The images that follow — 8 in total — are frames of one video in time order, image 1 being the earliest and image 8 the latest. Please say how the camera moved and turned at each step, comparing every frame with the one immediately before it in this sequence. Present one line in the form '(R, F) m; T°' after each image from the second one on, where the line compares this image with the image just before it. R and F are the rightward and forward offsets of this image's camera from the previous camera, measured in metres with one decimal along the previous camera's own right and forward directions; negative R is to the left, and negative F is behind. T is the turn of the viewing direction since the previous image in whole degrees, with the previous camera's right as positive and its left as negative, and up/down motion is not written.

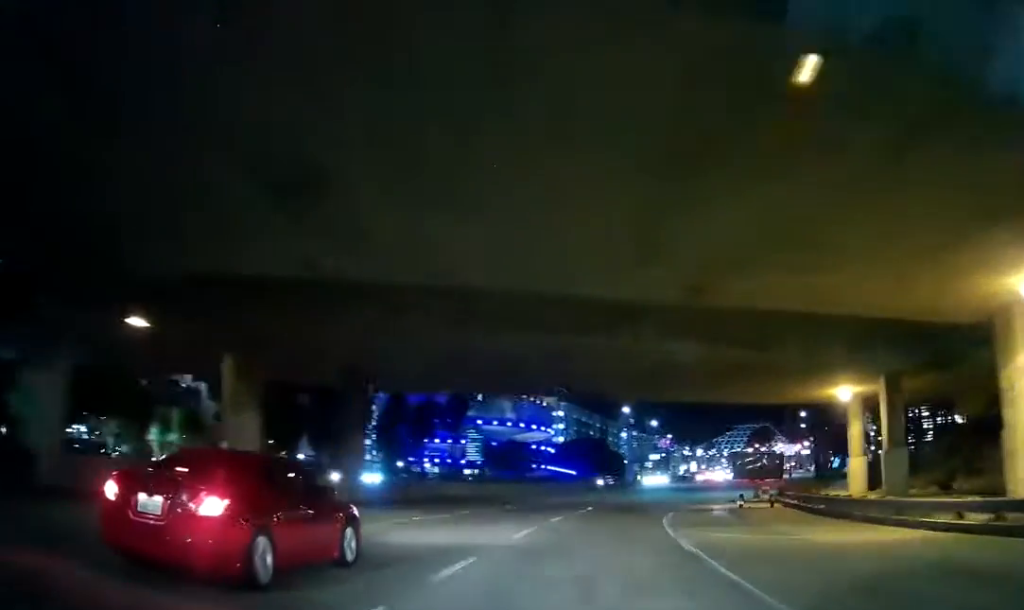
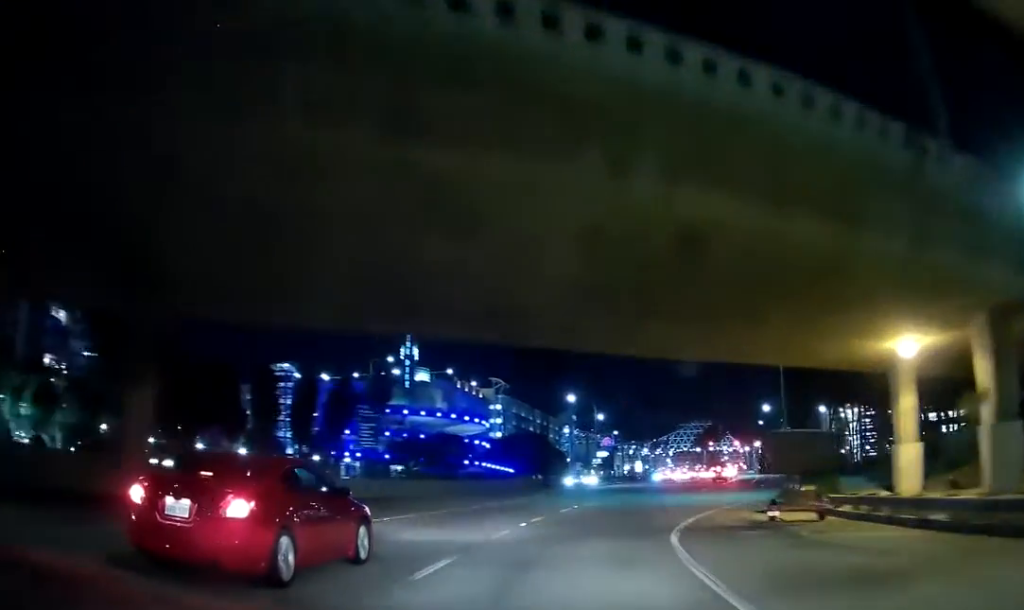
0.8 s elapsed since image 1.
(+0.4, +14.5) m; +4°
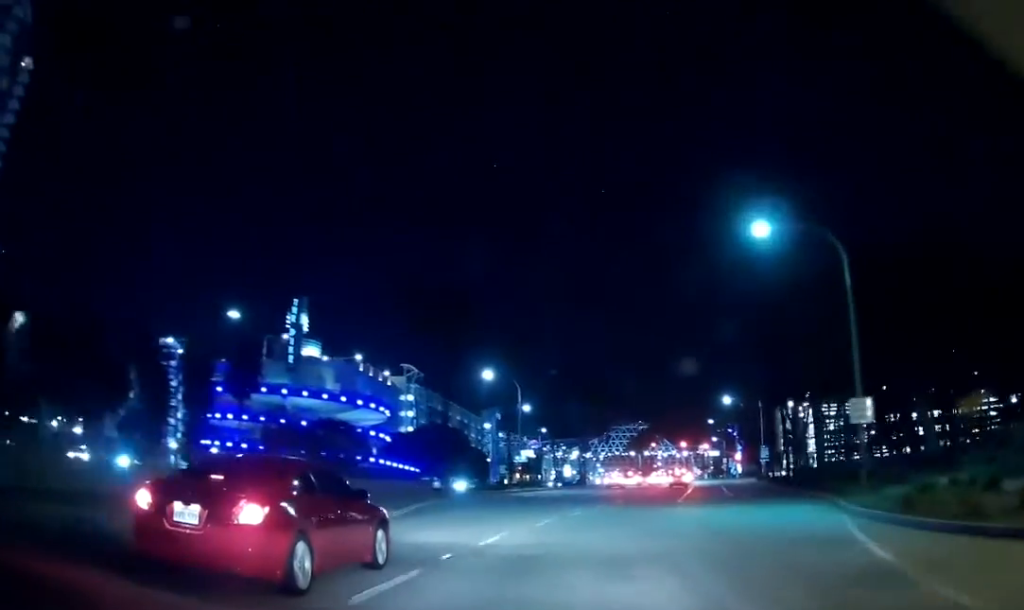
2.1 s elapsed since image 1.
(+1.9, +23.0) m; +9°
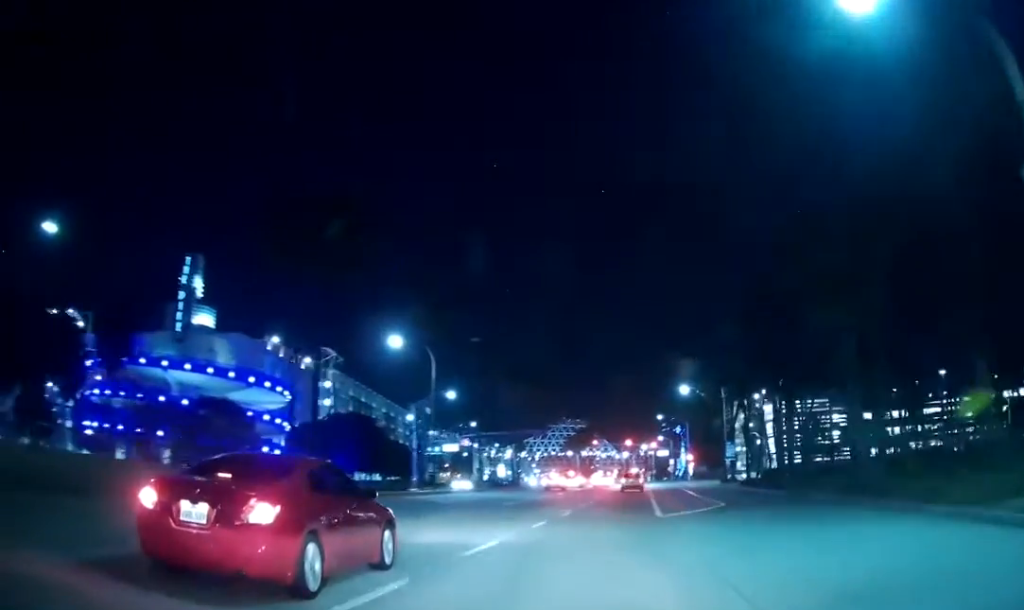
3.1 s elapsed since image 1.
(+0.8, +16.5) m; +5°
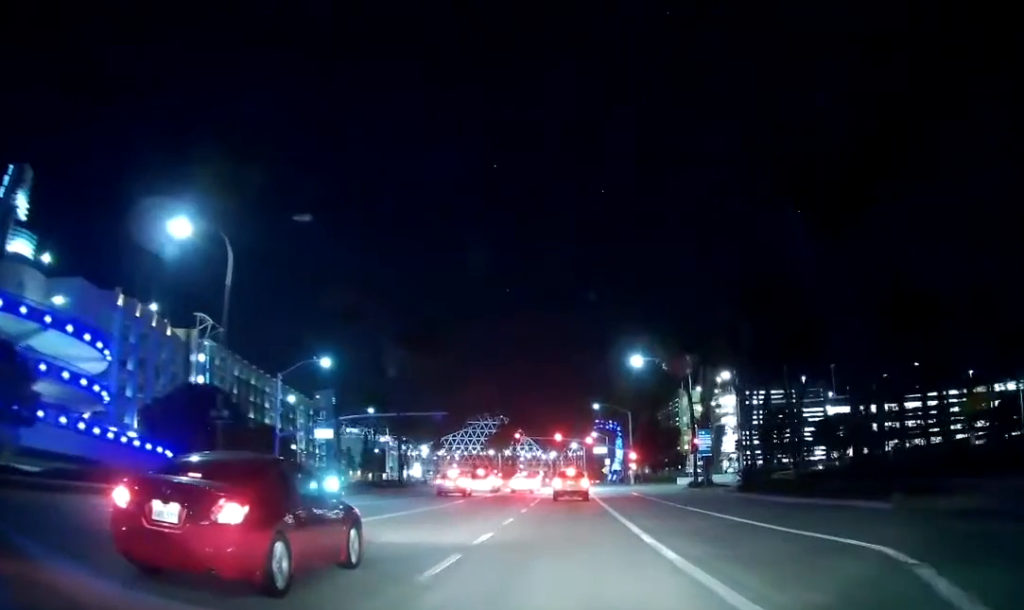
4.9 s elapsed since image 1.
(+2.1, +26.0) m; +9°
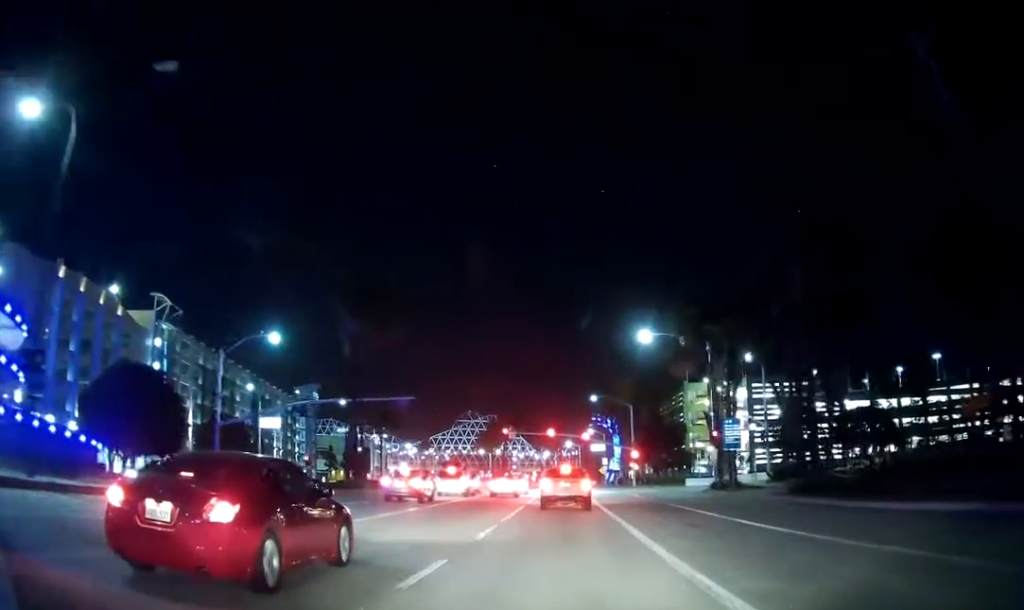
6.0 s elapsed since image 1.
(+0.3, +12.4) m; 0°
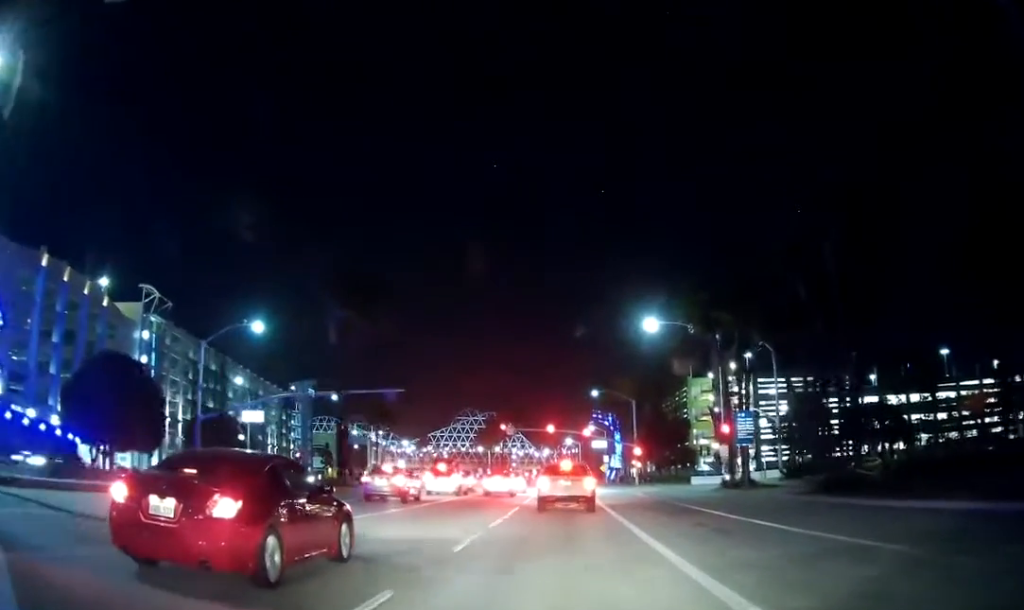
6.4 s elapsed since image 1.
(-0.1, +3.8) m; -1°
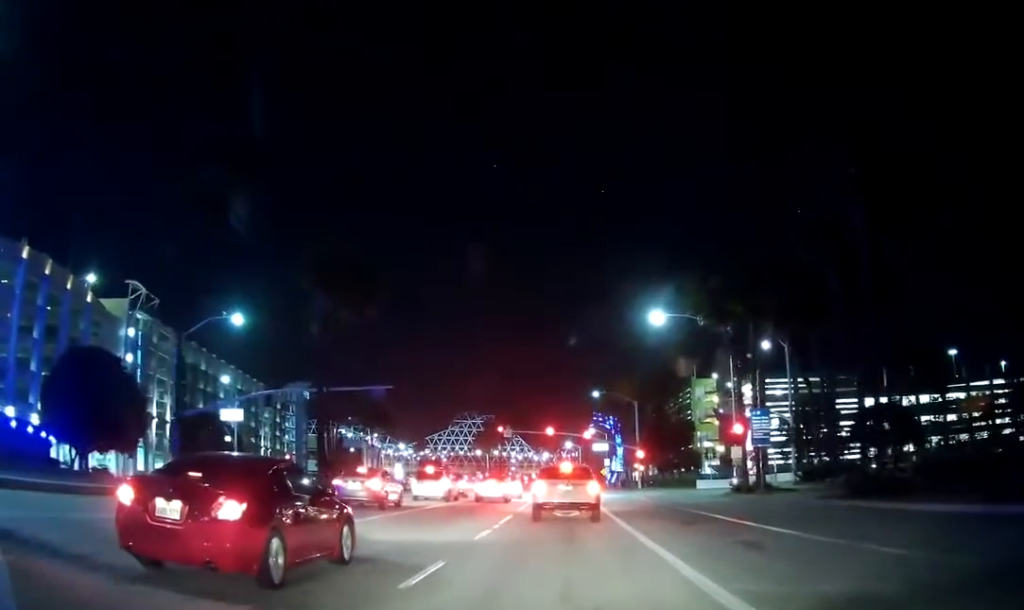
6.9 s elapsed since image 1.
(+0.1, +3.9) m; +2°
